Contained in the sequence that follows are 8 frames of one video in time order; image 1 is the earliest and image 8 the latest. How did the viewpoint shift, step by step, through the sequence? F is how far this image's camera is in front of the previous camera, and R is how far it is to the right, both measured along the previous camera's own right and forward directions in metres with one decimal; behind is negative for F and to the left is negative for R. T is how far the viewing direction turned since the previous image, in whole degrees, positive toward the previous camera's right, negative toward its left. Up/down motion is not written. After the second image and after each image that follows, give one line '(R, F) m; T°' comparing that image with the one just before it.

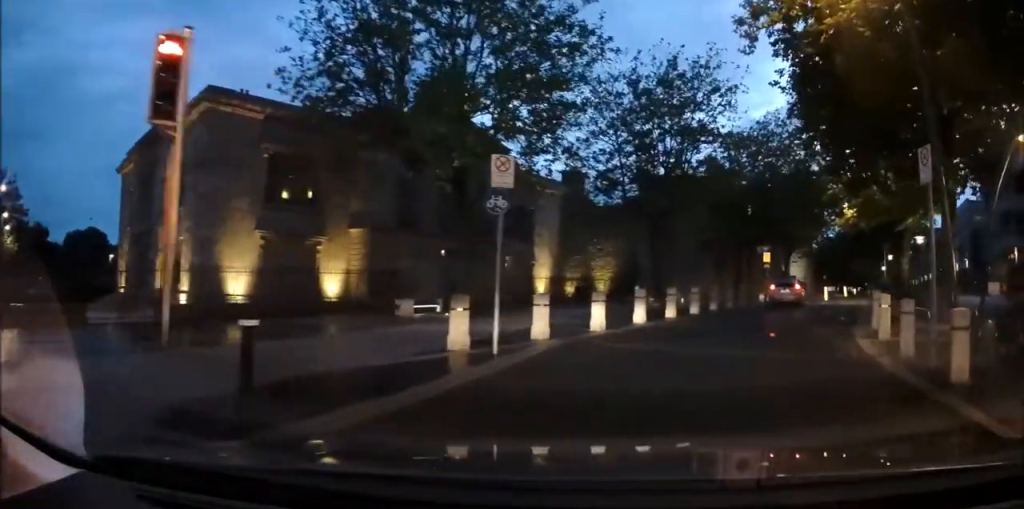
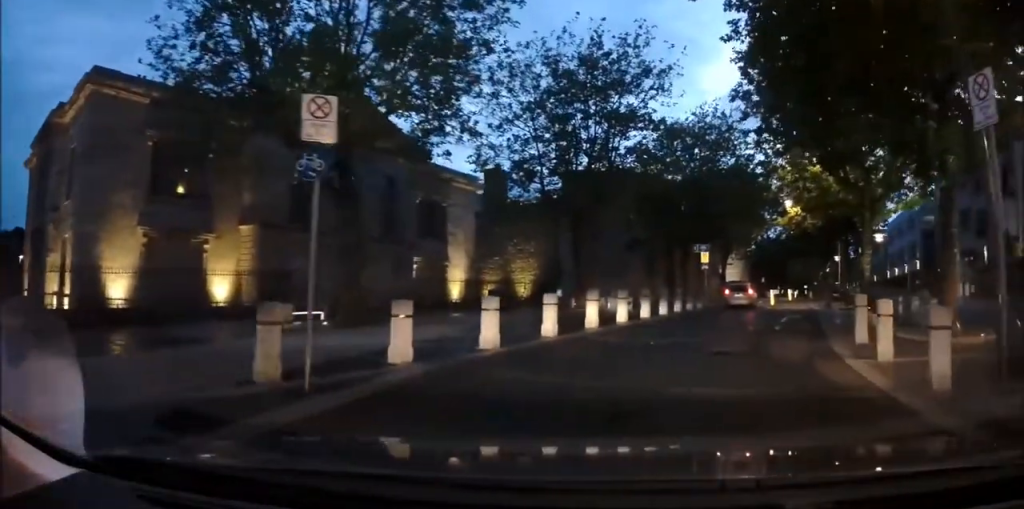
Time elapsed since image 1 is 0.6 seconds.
(+0.3, +3.8) m; +6°
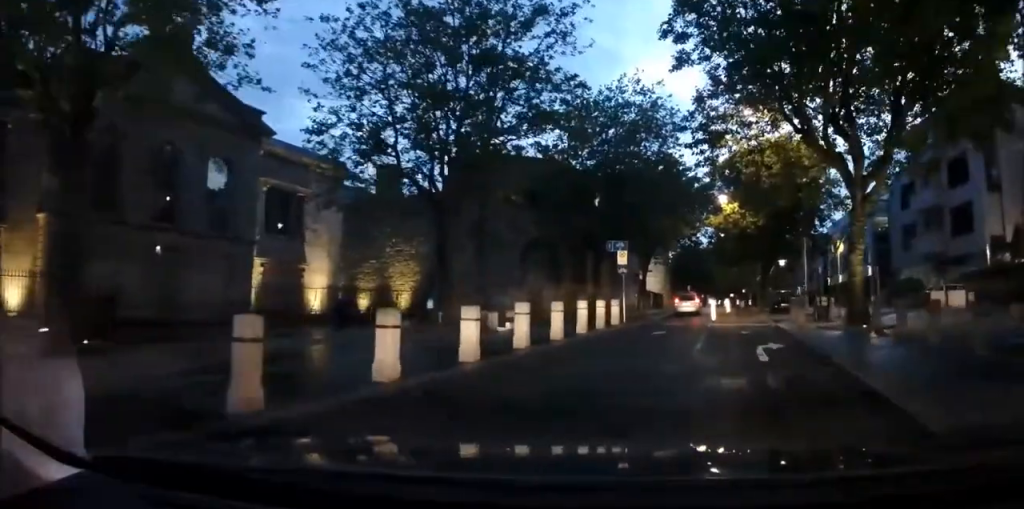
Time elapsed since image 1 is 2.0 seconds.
(+0.6, +8.9) m; +4°
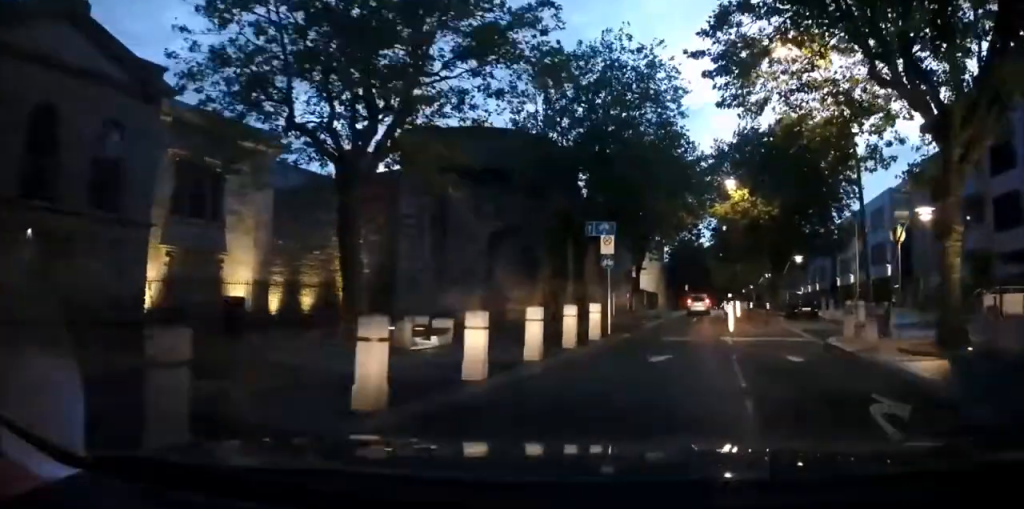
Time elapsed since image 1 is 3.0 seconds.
(0.0, +7.3) m; 0°
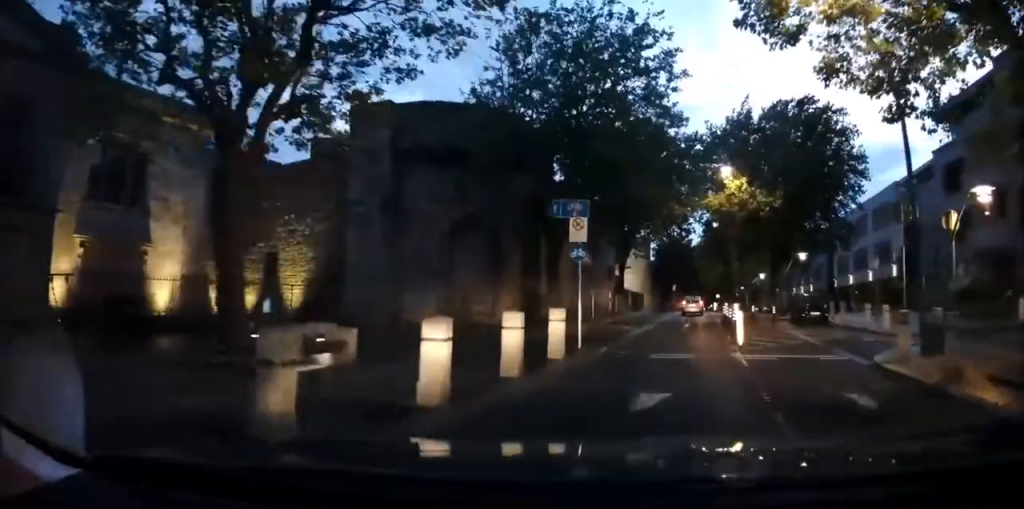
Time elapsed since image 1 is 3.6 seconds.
(0.0, +4.7) m; +1°
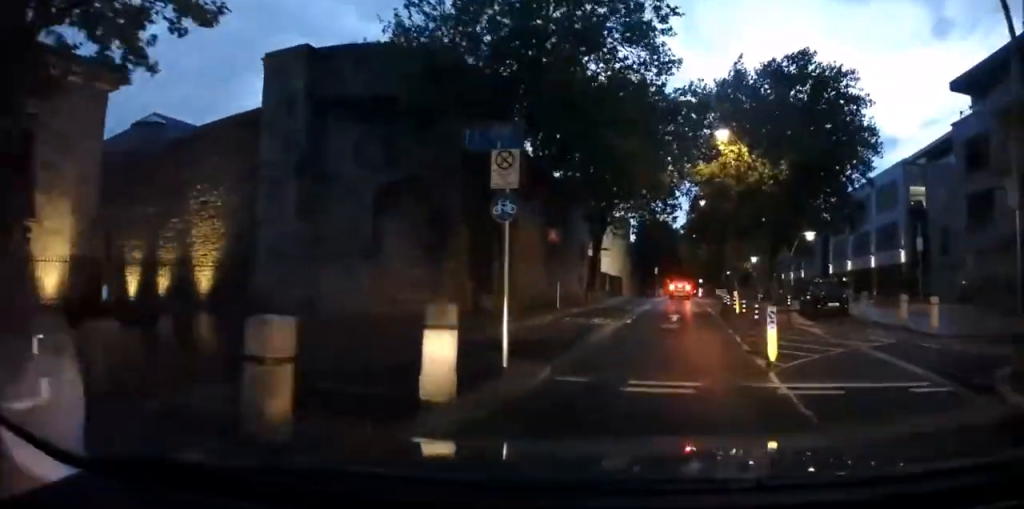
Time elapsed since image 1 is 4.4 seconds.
(0.0, +5.9) m; +3°
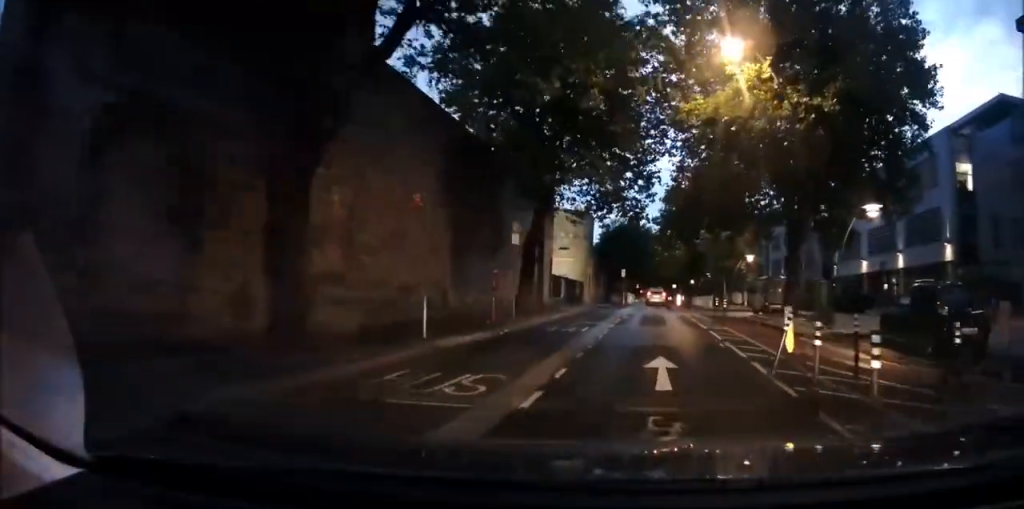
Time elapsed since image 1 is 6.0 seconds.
(+0.8, +12.0) m; +2°
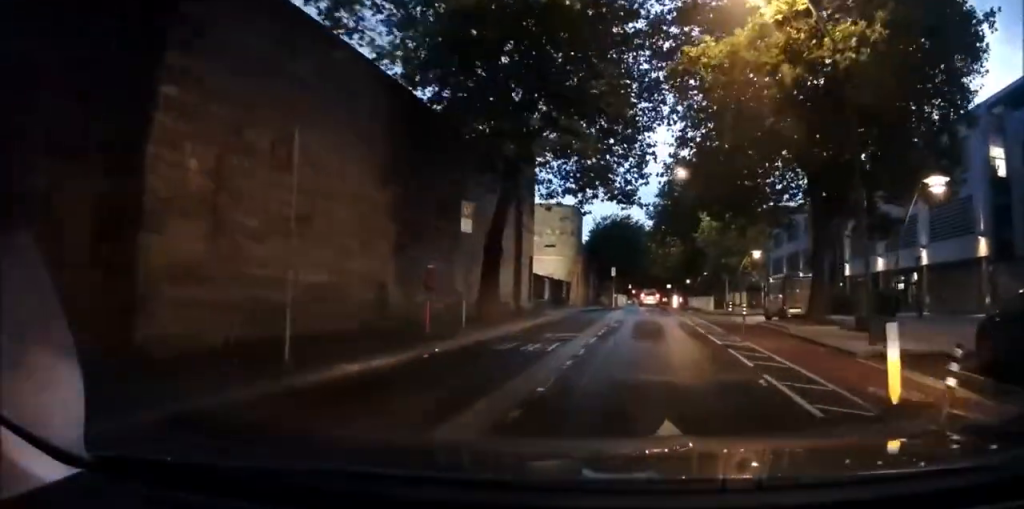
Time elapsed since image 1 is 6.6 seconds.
(0.0, +4.7) m; -2°
